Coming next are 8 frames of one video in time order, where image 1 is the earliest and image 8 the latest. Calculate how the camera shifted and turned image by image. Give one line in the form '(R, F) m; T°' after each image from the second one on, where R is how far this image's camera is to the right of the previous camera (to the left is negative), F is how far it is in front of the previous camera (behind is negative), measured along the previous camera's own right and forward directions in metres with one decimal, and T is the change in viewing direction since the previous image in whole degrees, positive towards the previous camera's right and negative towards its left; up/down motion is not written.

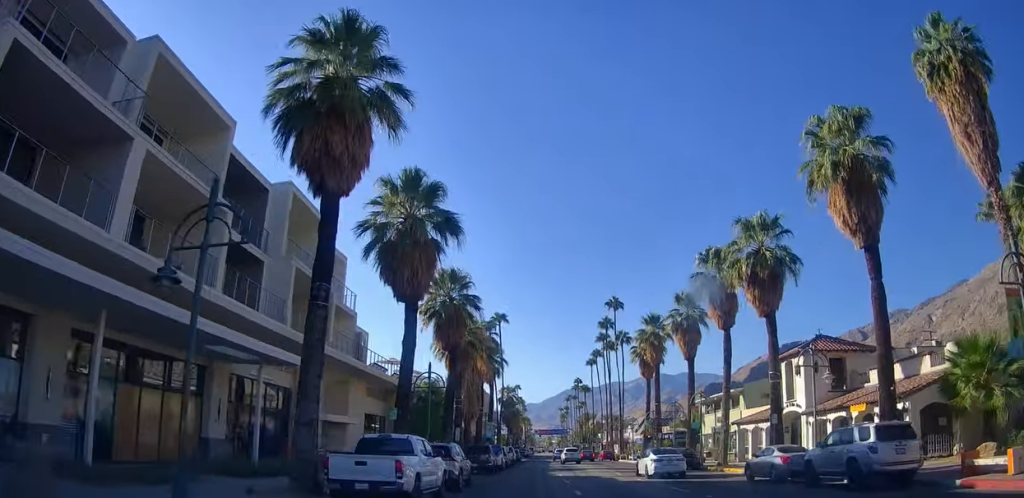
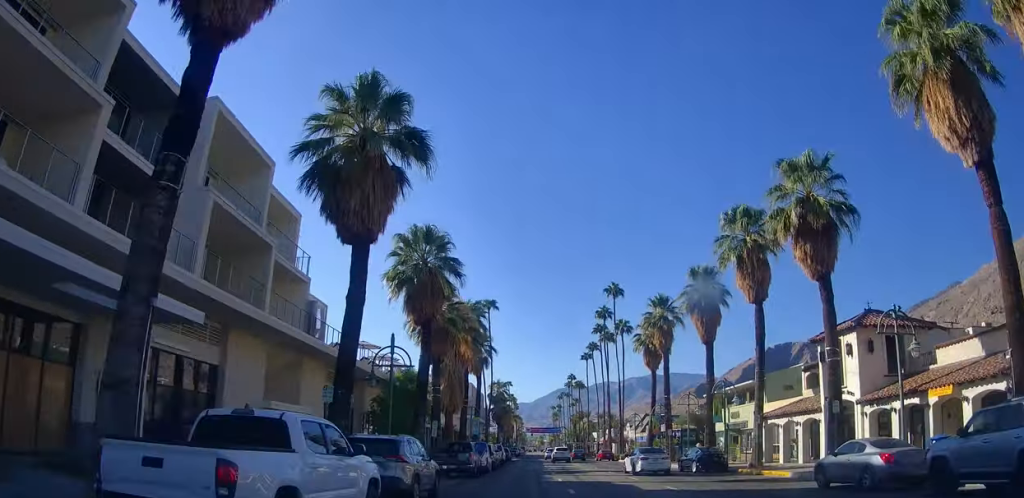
(0.0, +6.9) m; 0°
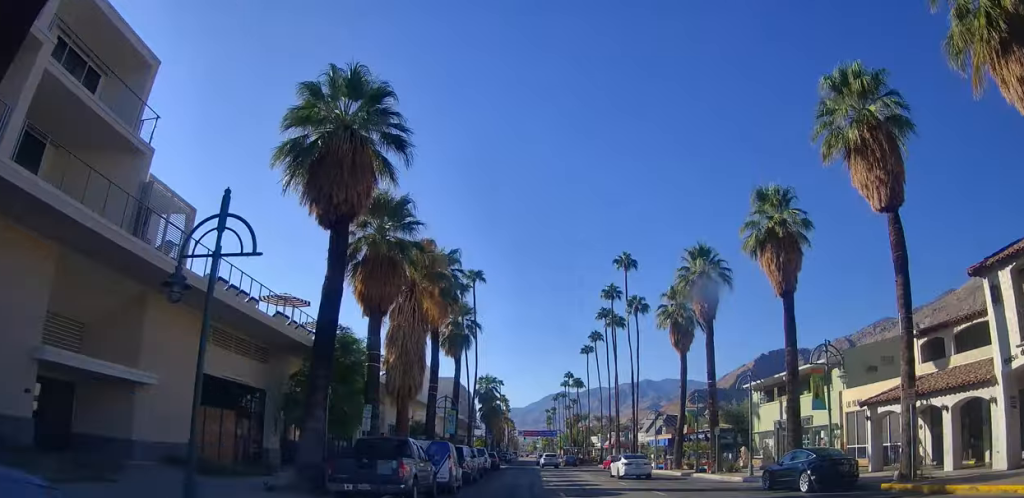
(0.0, +13.7) m; 0°
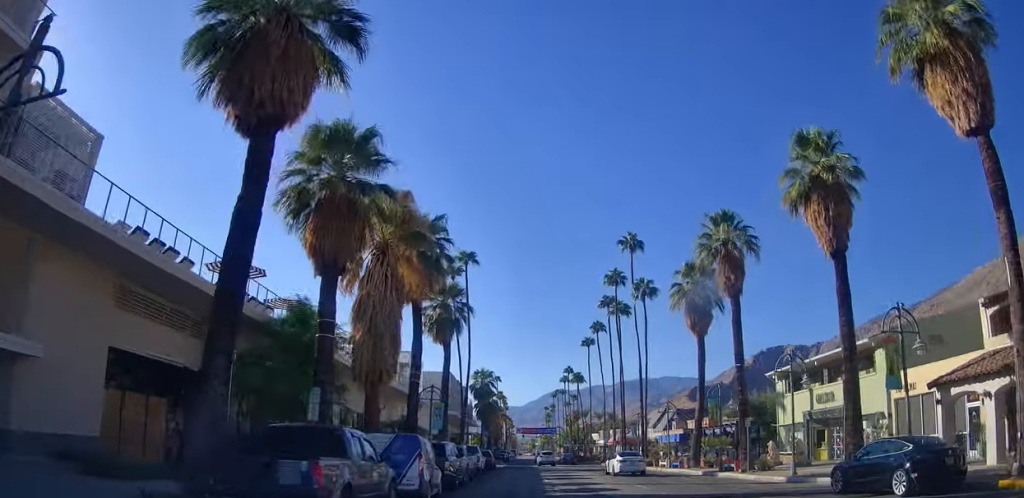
(0.0, +5.3) m; 0°
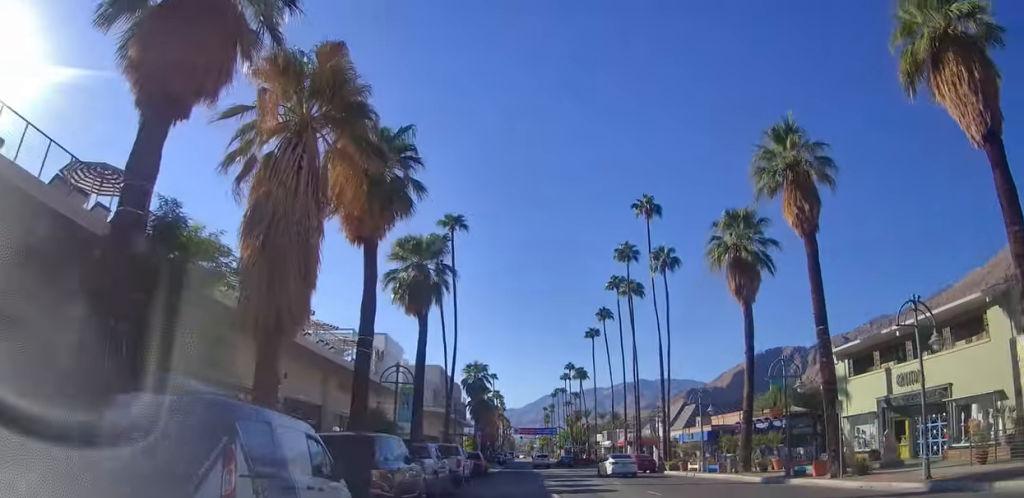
(0.0, +9.3) m; 0°
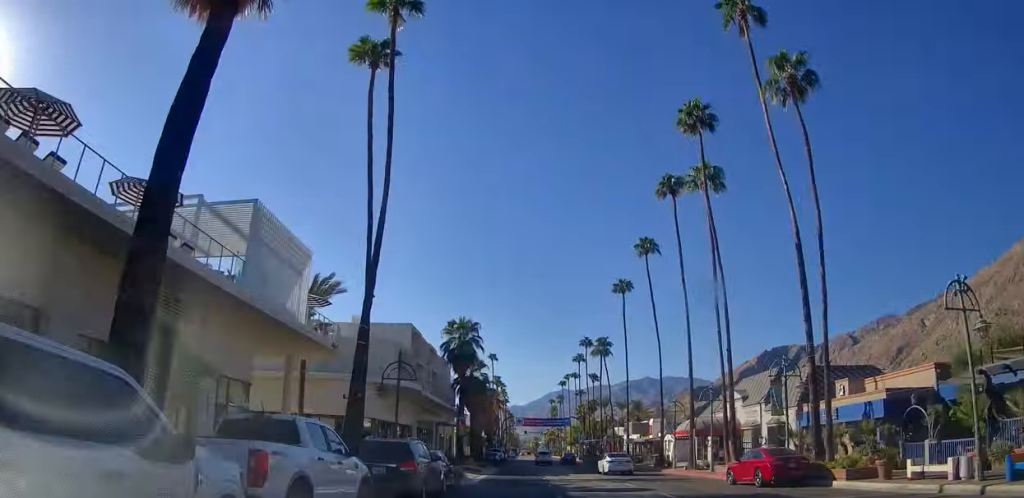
(0.0, +24.6) m; 0°
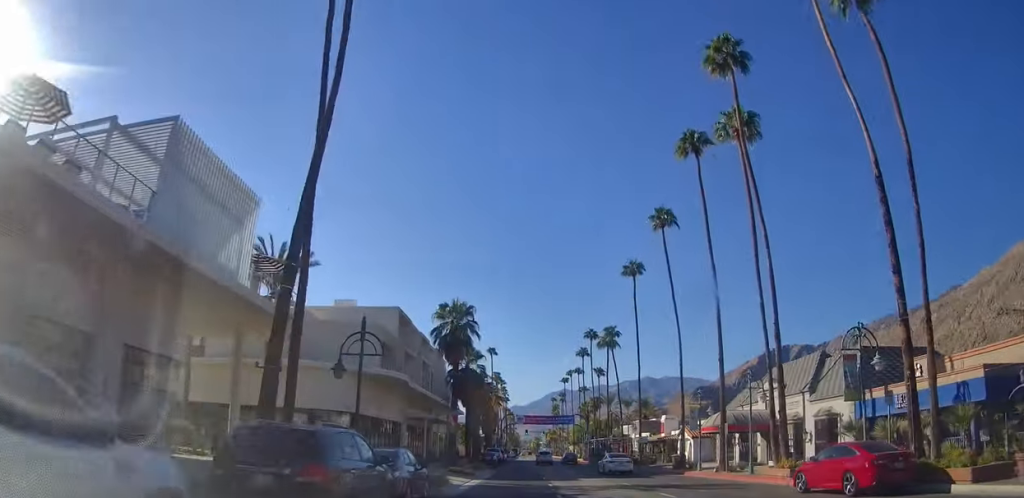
(0.0, +6.6) m; 0°
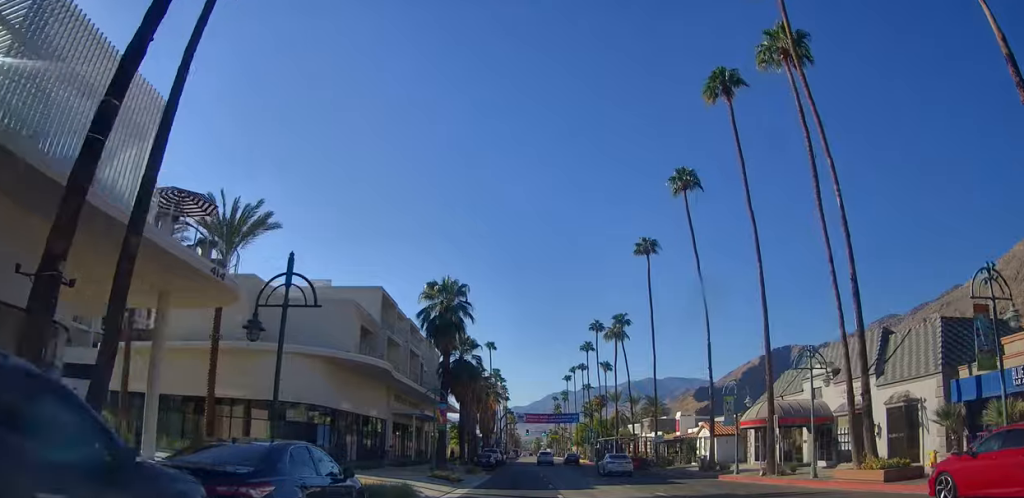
(0.0, +6.9) m; 0°
